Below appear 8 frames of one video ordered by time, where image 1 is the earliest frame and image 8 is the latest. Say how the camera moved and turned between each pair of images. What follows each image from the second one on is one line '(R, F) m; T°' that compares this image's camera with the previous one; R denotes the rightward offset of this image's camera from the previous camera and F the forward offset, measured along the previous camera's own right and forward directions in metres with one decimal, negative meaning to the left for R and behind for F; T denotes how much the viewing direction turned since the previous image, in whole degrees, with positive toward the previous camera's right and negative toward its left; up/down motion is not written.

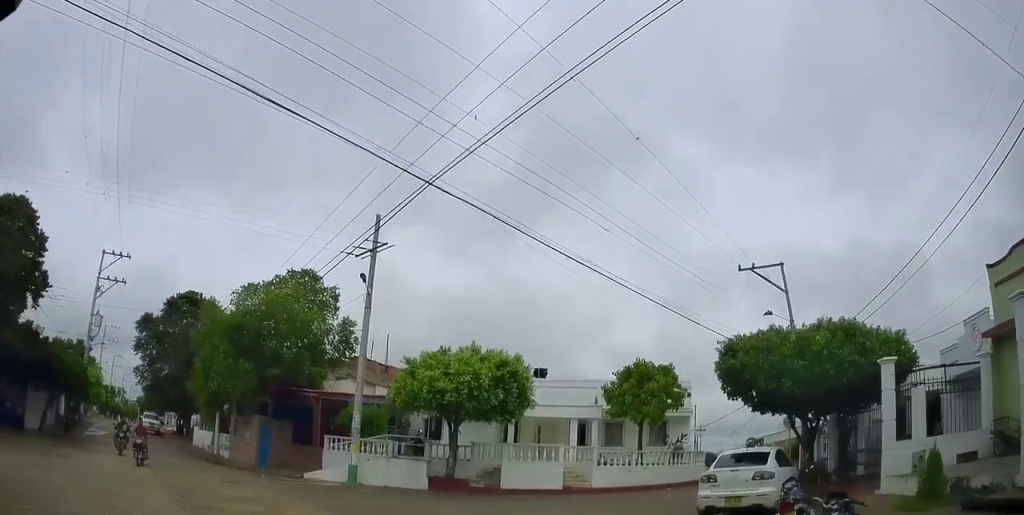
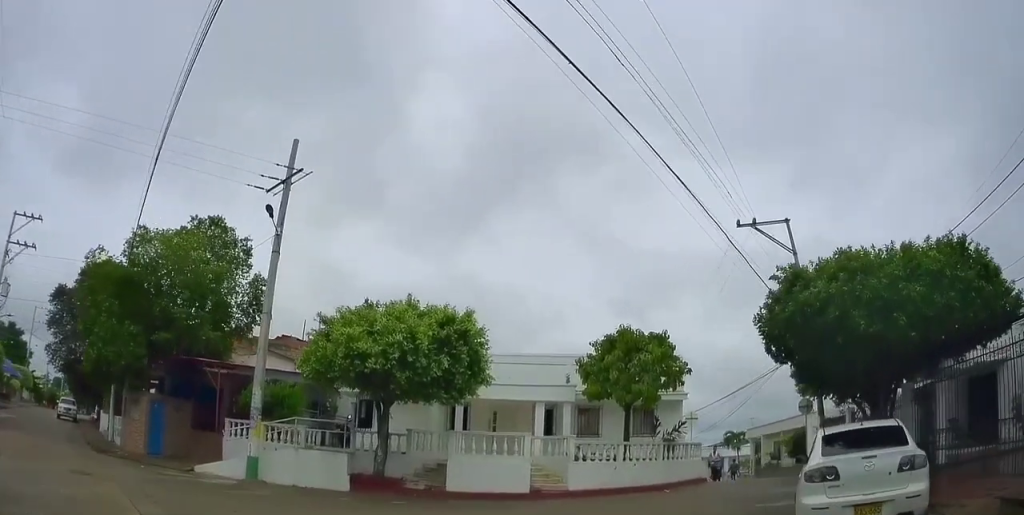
(-0.2, +5.8) m; -5°
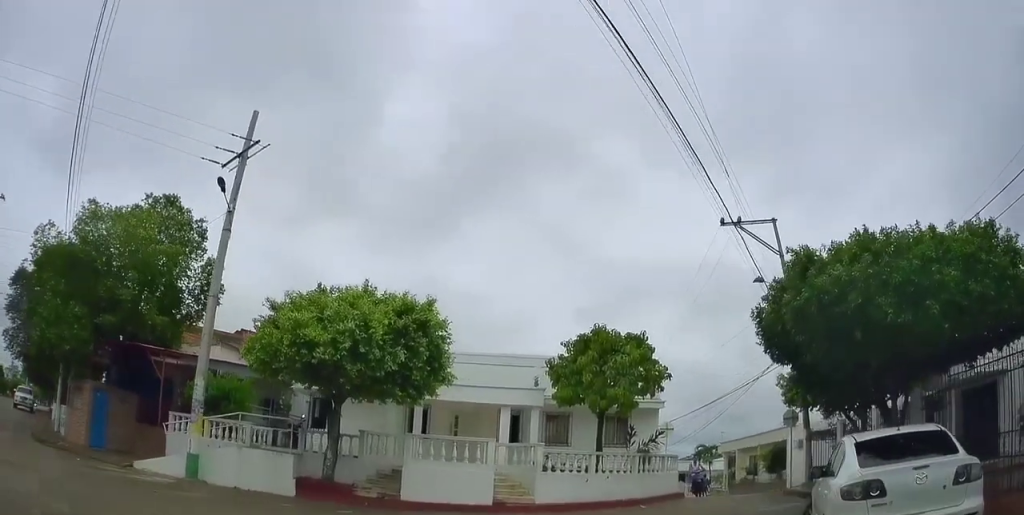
(-0.3, +1.7) m; 0°
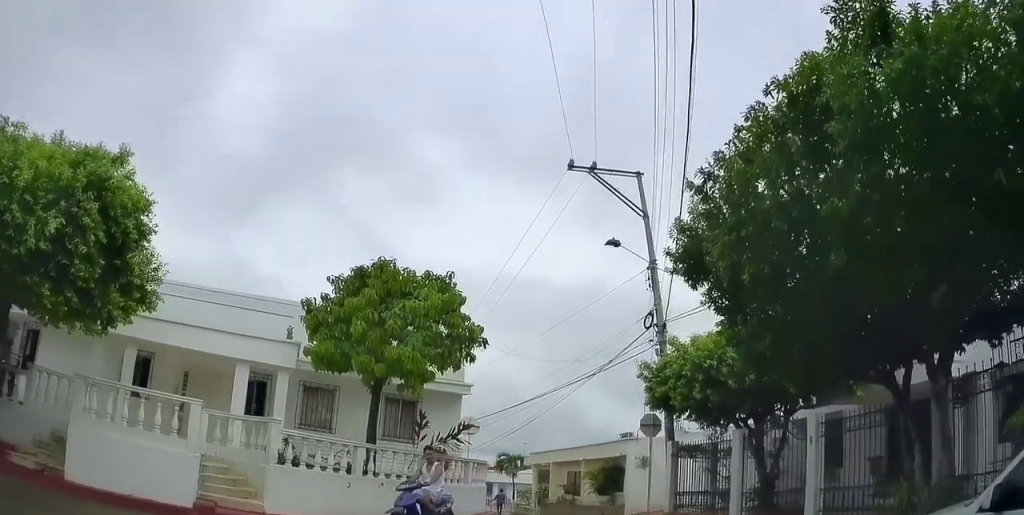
(+1.2, +6.4) m; +20°
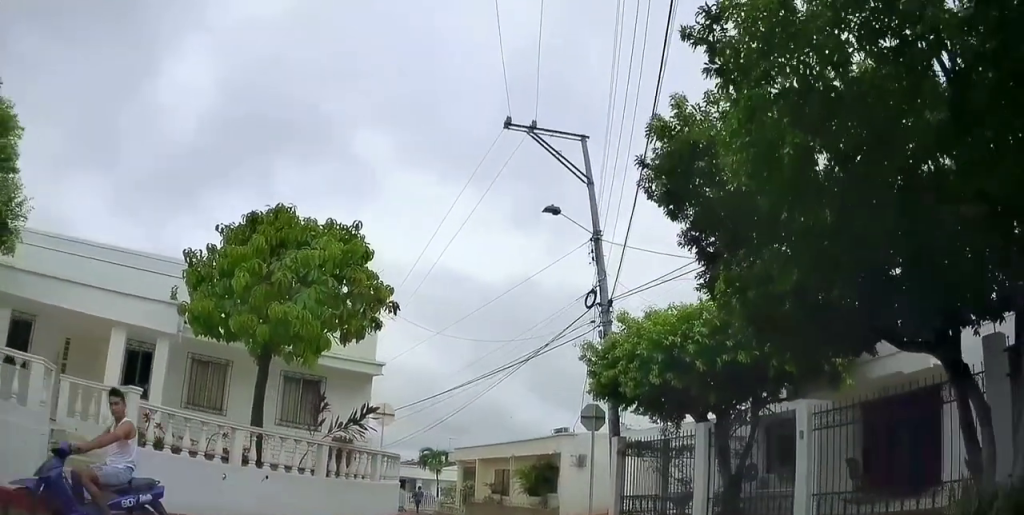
(+0.1, +2.2) m; +10°
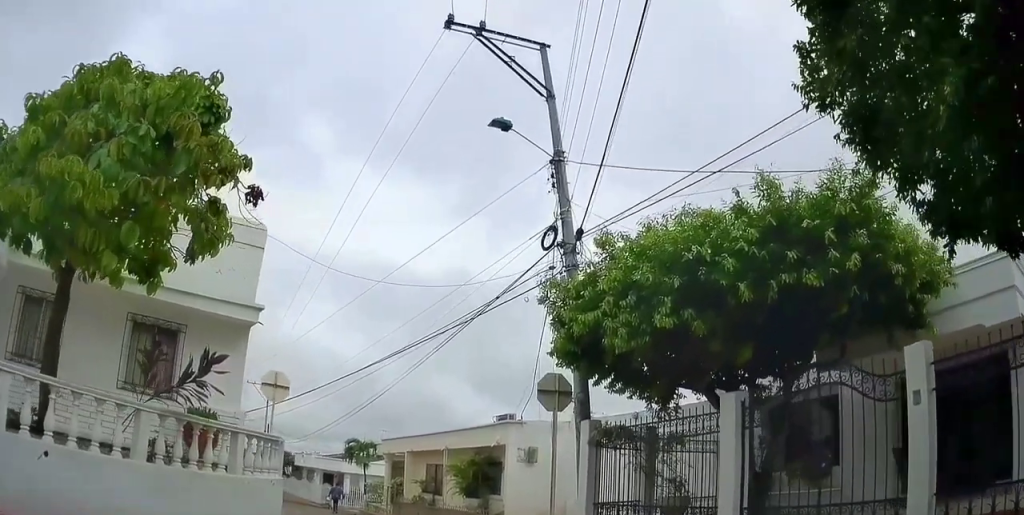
(+0.8, +3.6) m; +14°
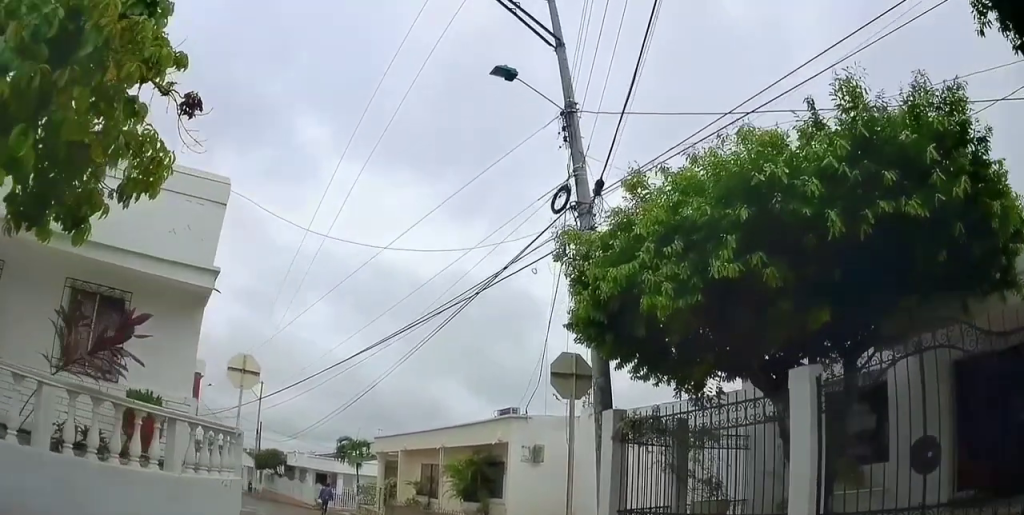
(0.0, +1.6) m; +1°
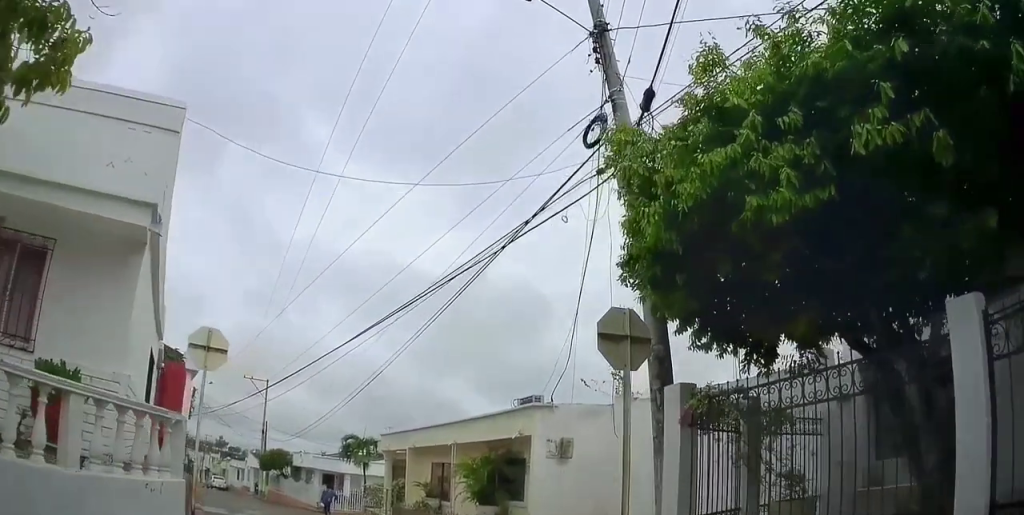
(0.0, +2.1) m; +3°
